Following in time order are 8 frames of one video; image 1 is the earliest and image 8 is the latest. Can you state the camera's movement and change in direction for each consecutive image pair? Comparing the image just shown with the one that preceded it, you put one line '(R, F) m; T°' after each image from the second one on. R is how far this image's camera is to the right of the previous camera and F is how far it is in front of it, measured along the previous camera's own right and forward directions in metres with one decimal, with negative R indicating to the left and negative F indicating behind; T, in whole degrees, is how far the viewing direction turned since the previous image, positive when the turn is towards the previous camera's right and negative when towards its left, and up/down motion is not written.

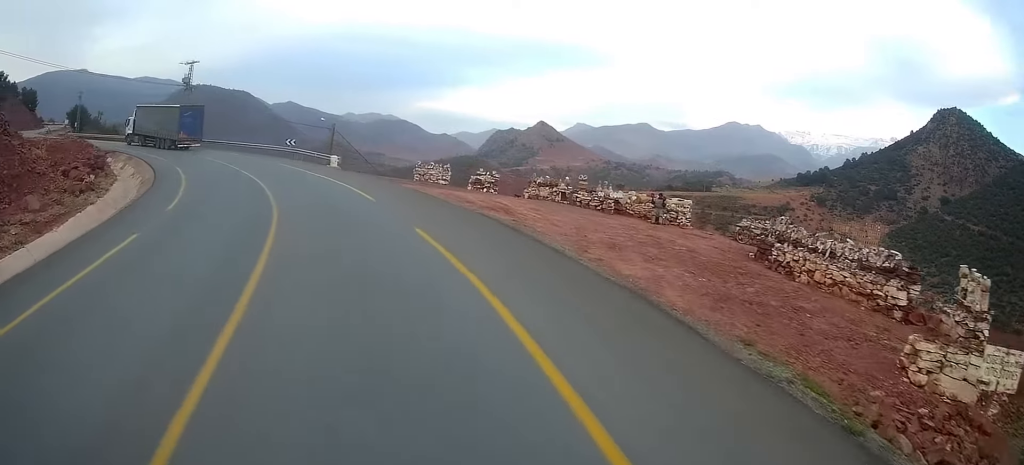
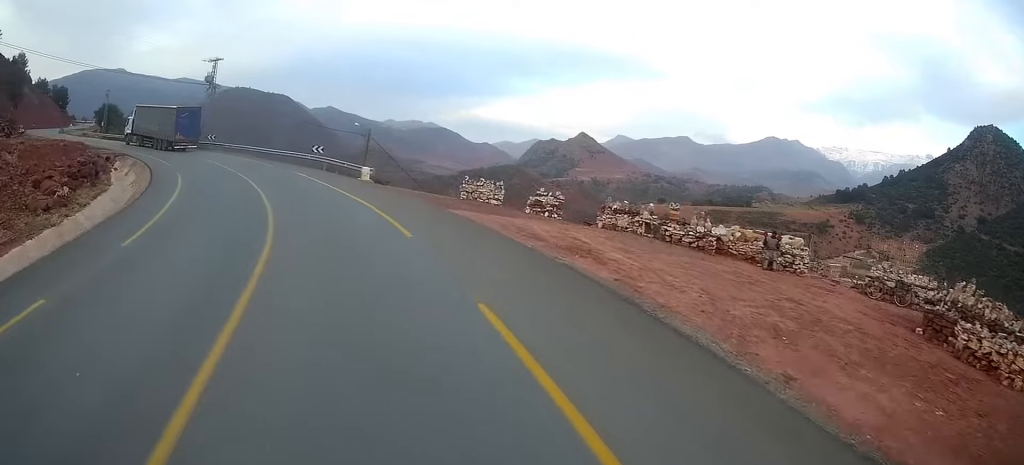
(-0.1, +6.0) m; -5°
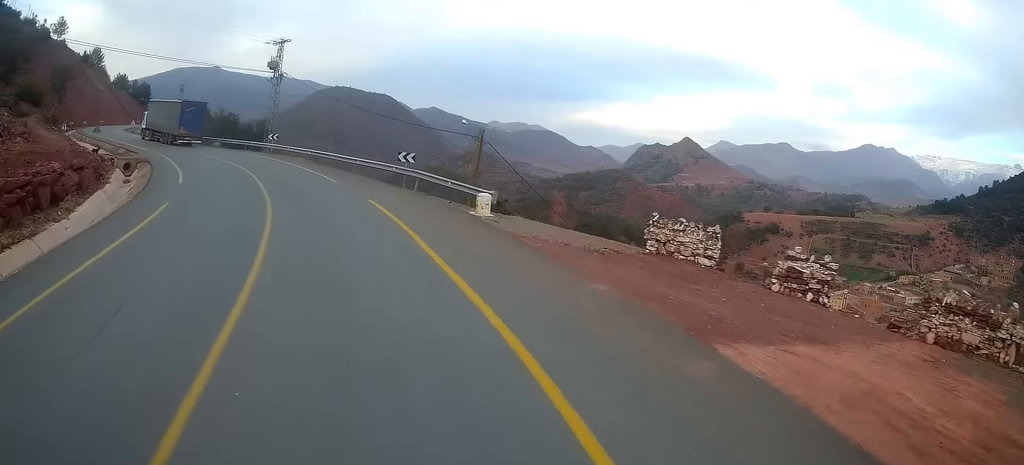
(-1.8, +13.9) m; -11°
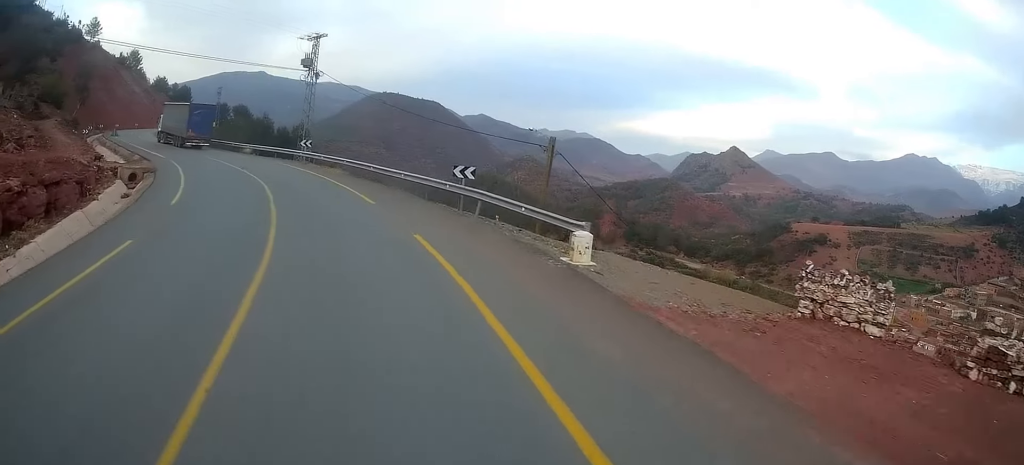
(0.0, +6.1) m; -4°
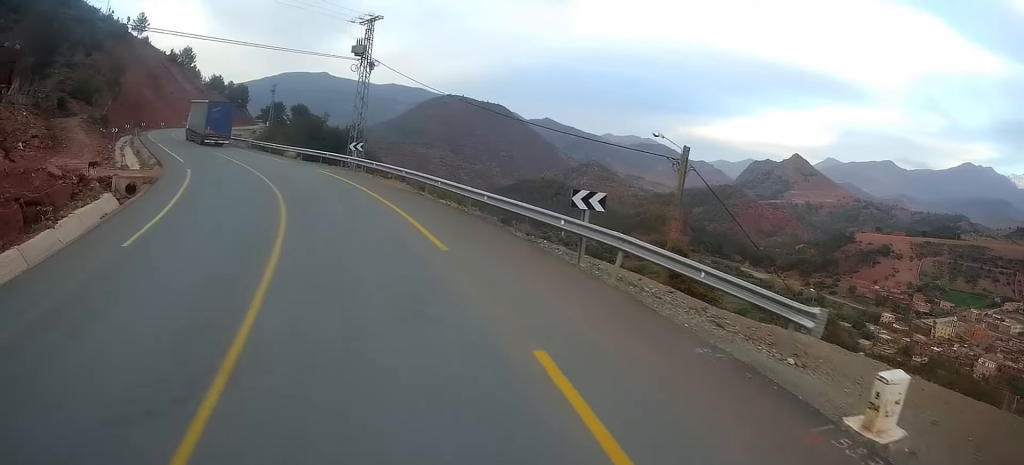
(-0.5, +8.0) m; -5°
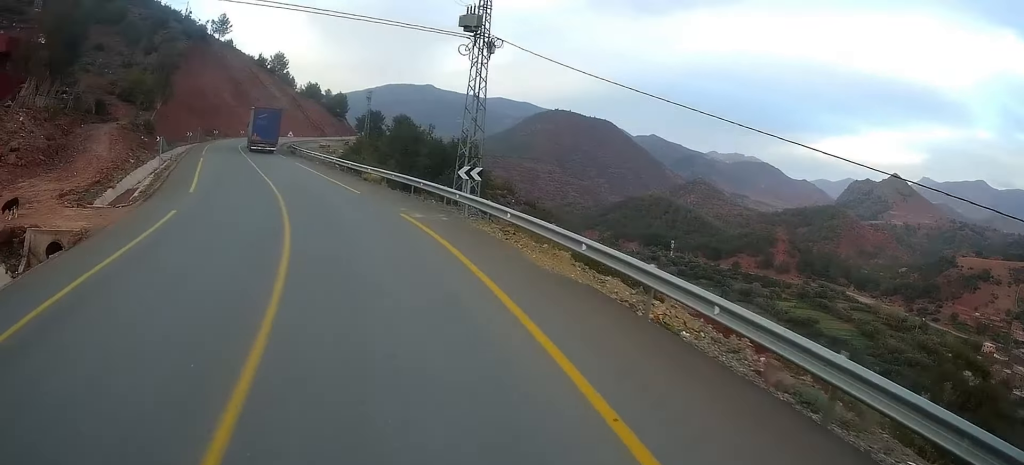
(-1.0, +13.7) m; -7°
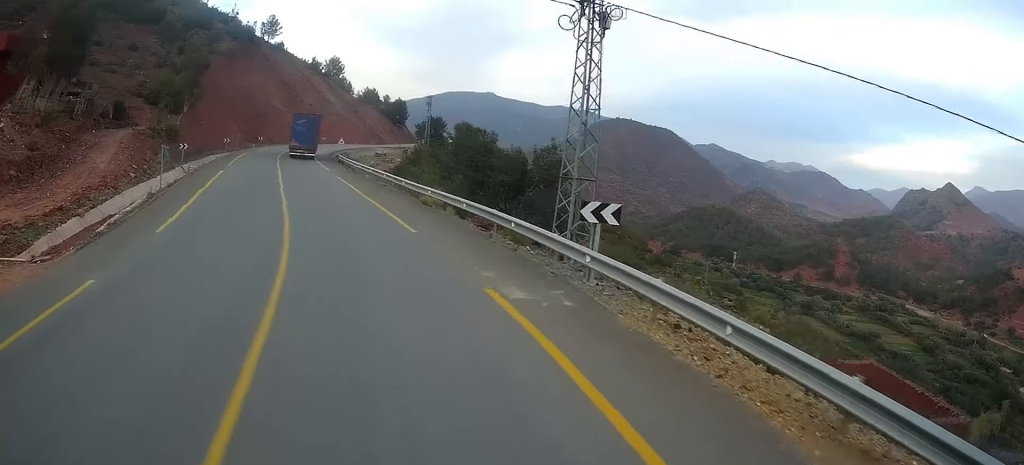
(-0.3, +8.2) m; -6°
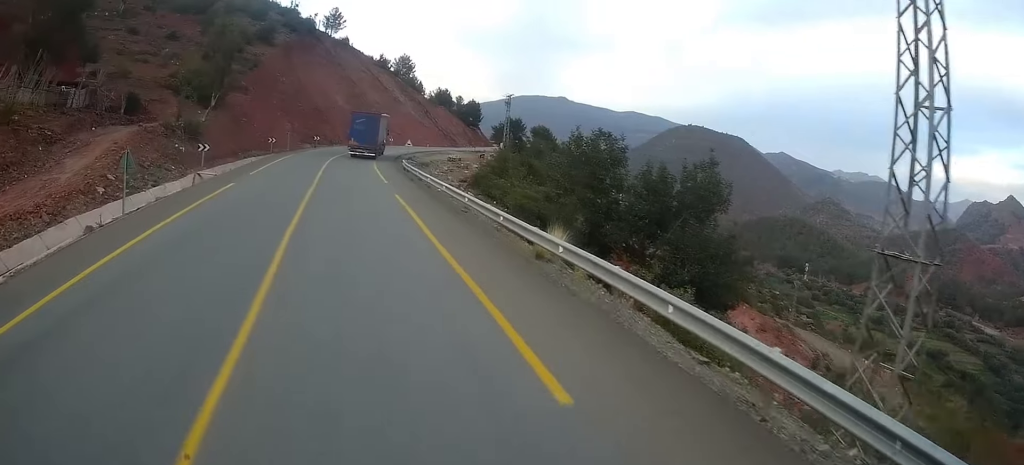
(-0.7, +10.7) m; -8°
